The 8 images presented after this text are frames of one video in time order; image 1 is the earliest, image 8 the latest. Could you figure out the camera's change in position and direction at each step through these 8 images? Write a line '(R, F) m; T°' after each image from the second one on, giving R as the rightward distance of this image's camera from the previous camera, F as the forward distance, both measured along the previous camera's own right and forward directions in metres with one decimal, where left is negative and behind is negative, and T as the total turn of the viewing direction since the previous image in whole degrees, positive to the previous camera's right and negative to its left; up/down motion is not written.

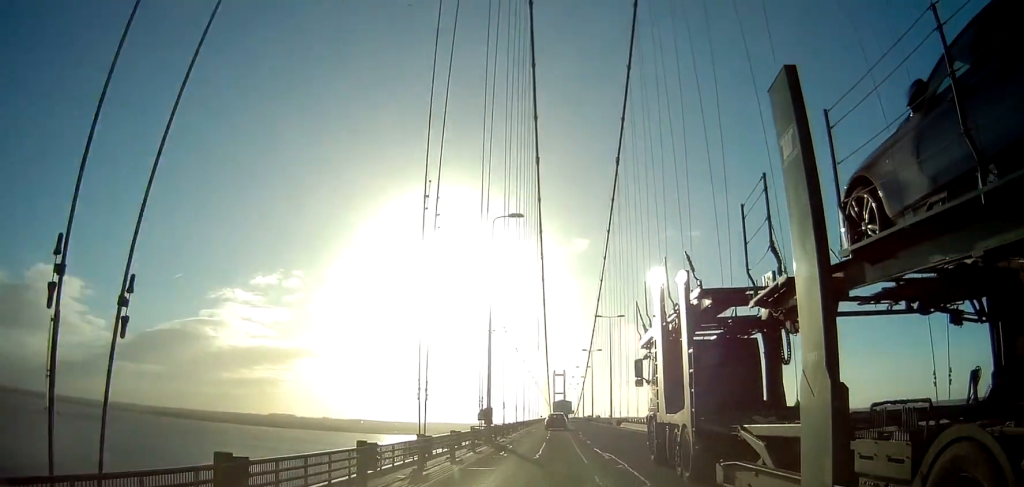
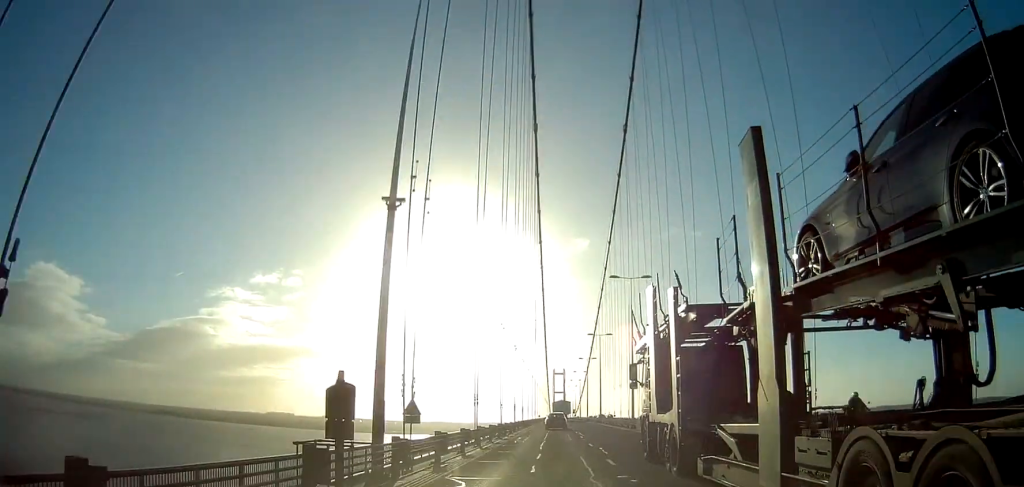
(0.0, +20.7) m; 0°
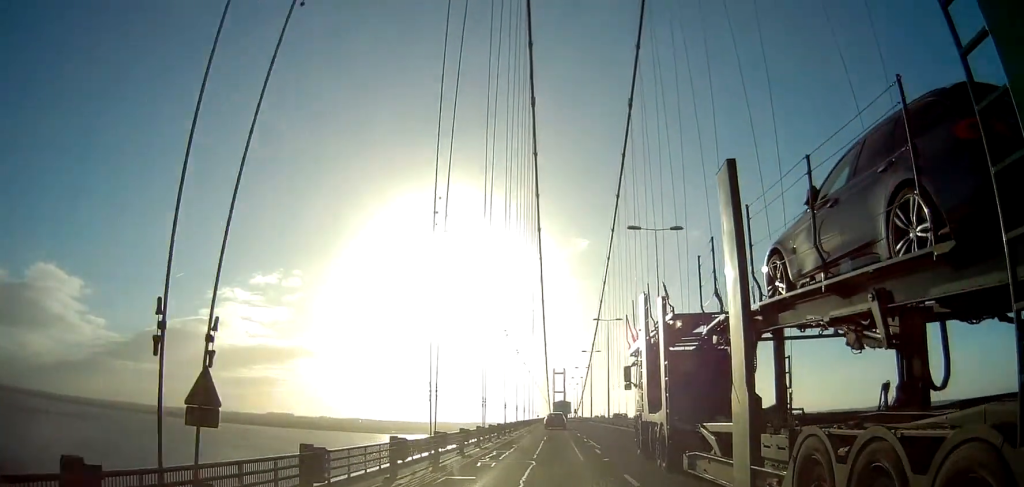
(0.0, +13.7) m; 0°
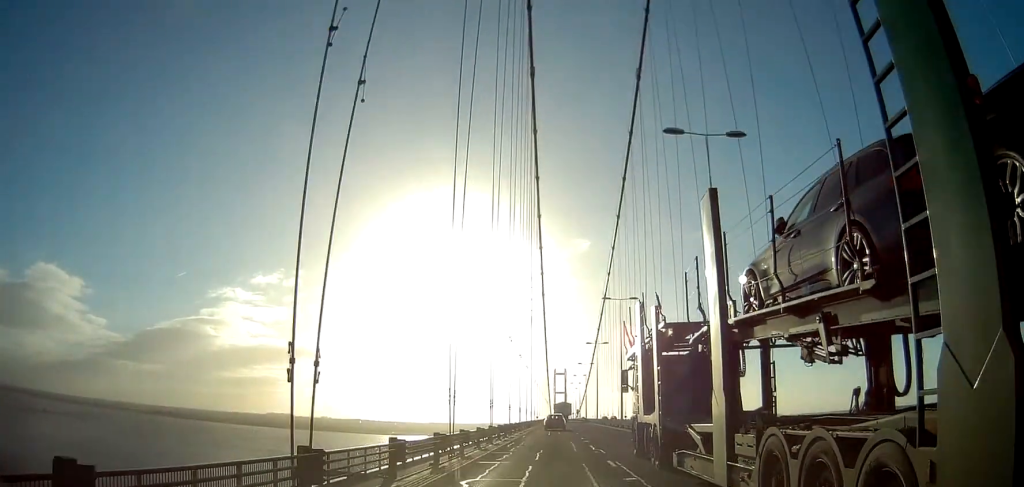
(0.0, +13.6) m; 0°
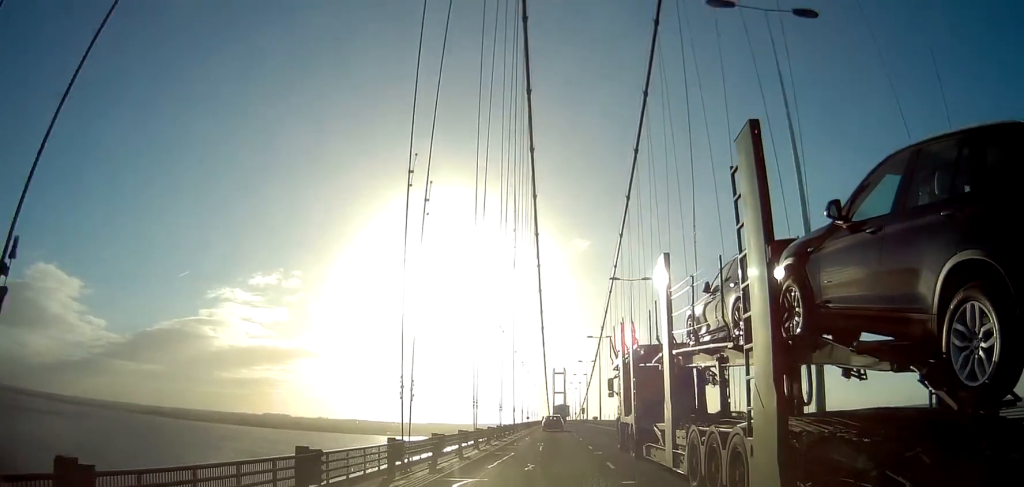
(-0.3, +43.9) m; 0°
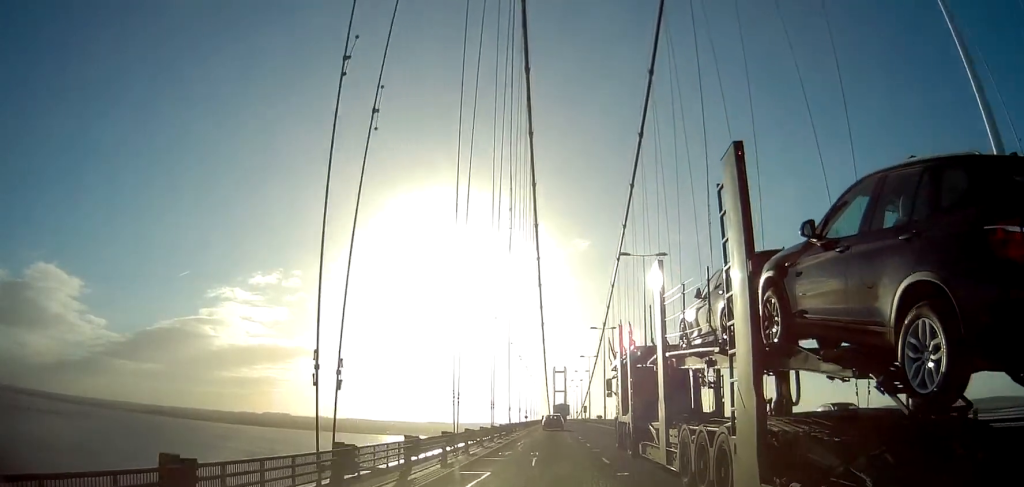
(0.0, +7.5) m; 0°
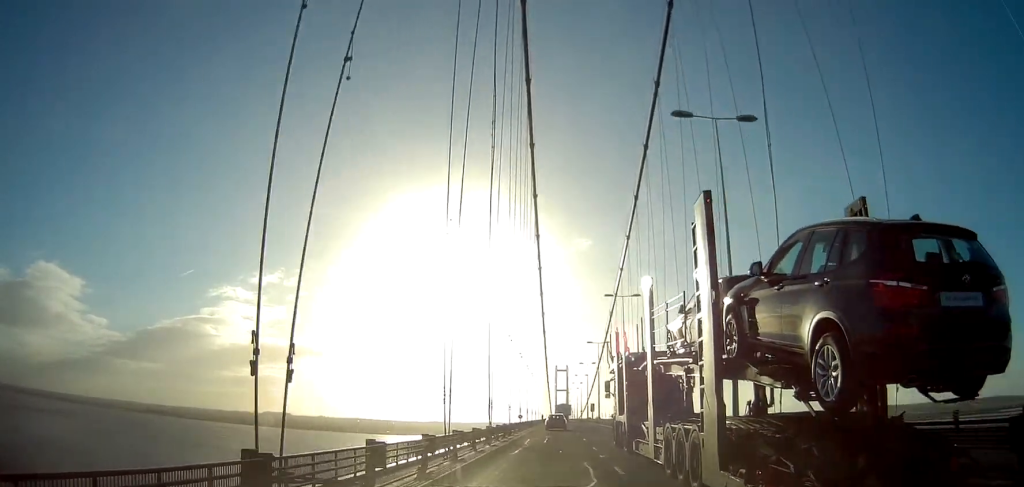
(+0.1, +20.8) m; 0°
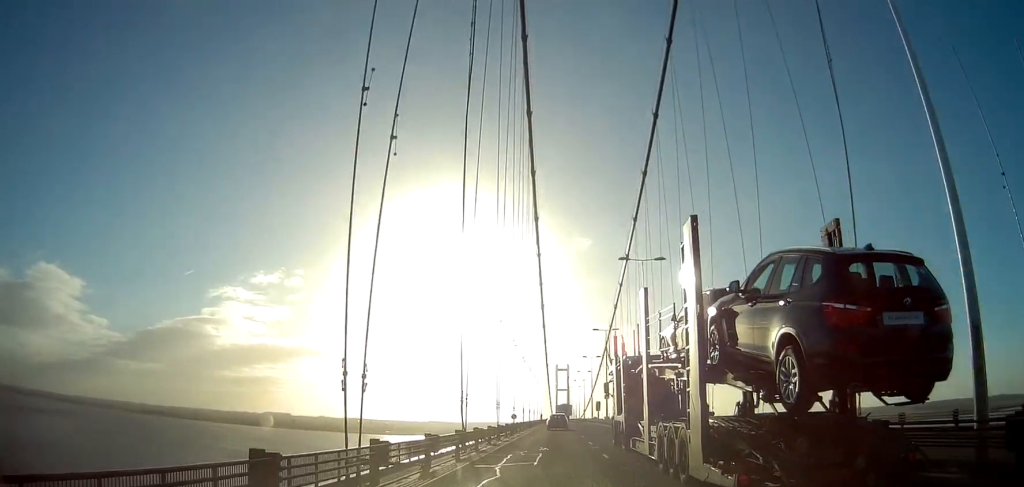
(0.0, +13.2) m; 0°
